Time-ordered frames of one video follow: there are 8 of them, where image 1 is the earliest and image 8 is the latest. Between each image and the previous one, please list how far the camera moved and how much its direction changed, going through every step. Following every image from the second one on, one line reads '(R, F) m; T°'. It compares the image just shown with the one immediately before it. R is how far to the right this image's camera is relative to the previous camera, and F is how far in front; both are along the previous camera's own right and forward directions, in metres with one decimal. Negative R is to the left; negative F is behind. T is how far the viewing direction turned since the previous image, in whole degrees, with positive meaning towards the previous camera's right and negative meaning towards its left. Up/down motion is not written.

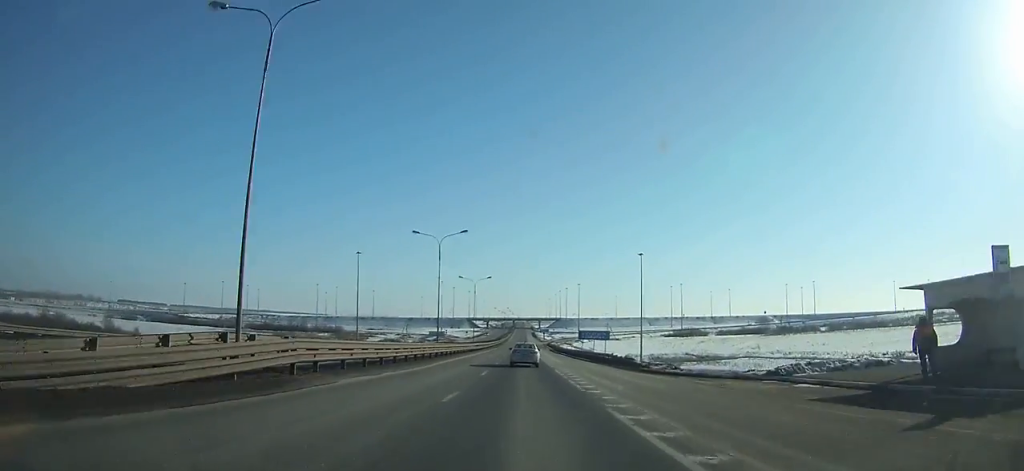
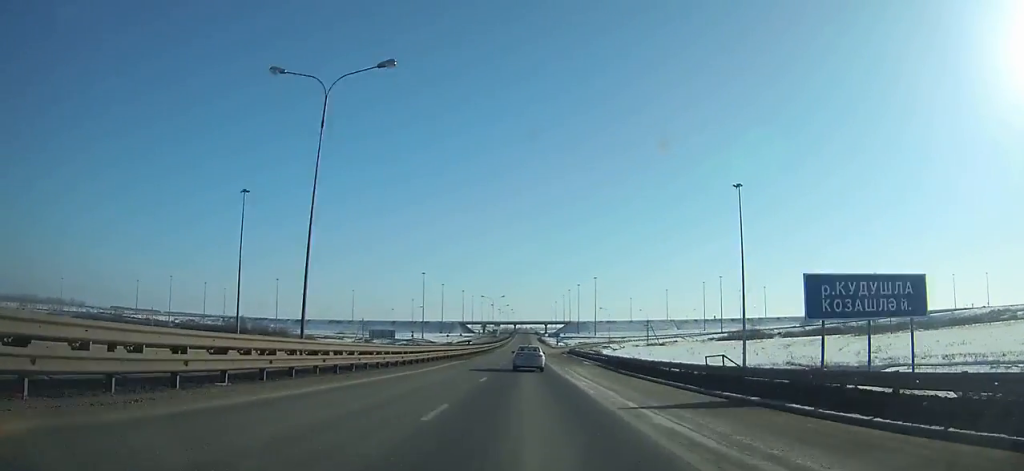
(-0.3, +74.2) m; 0°
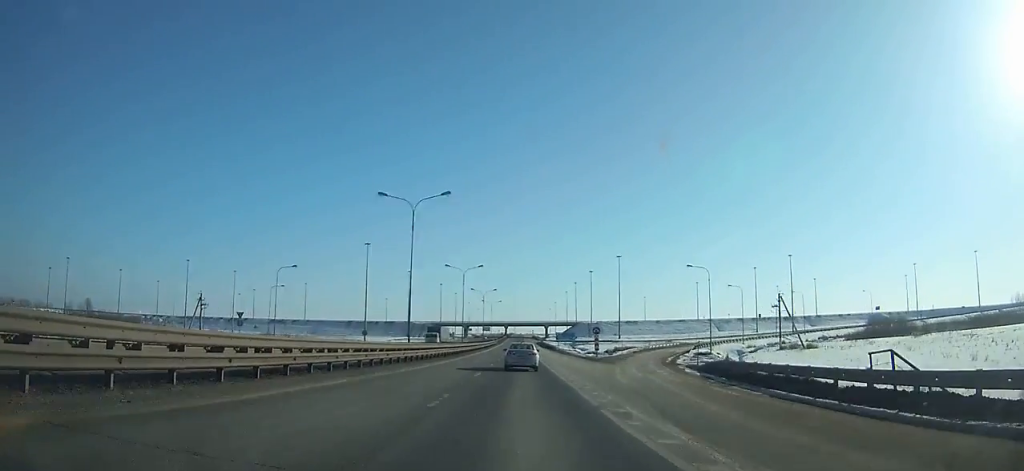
(+0.5, +92.3) m; 0°
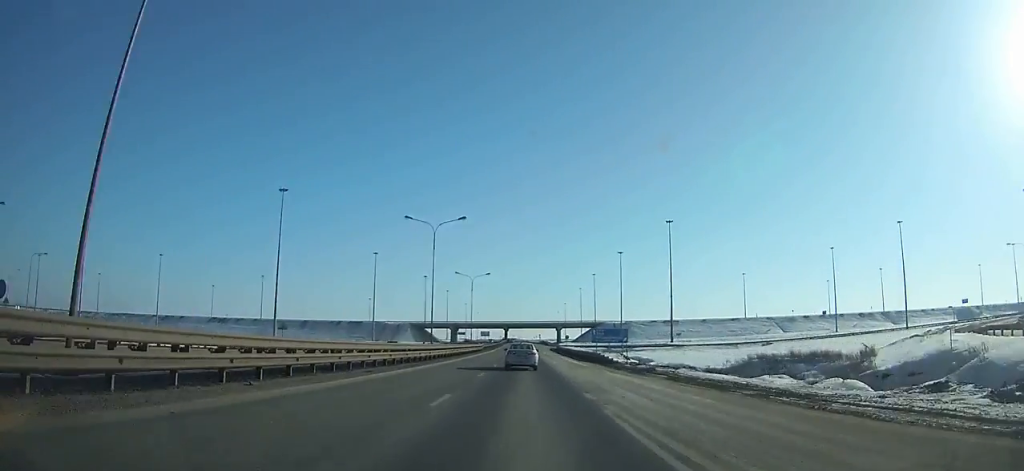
(-0.3, +71.8) m; 0°
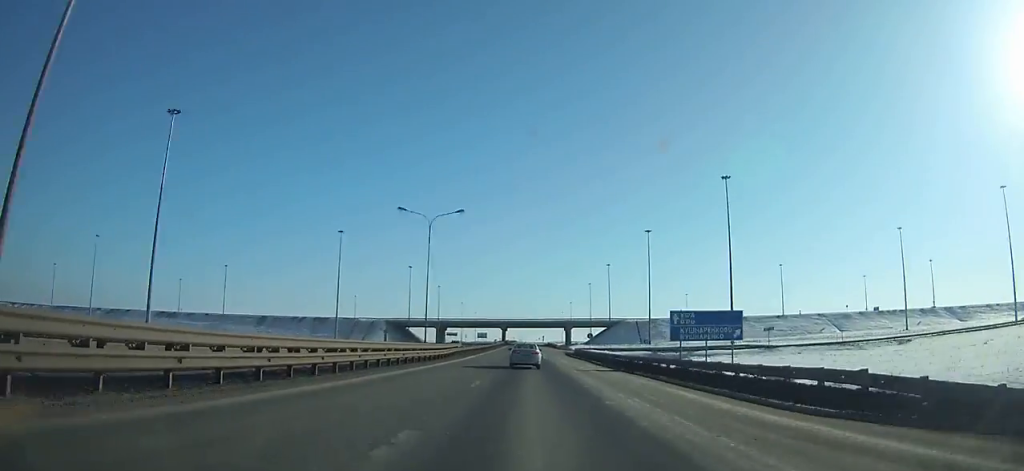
(+0.1, +42.6) m; 0°
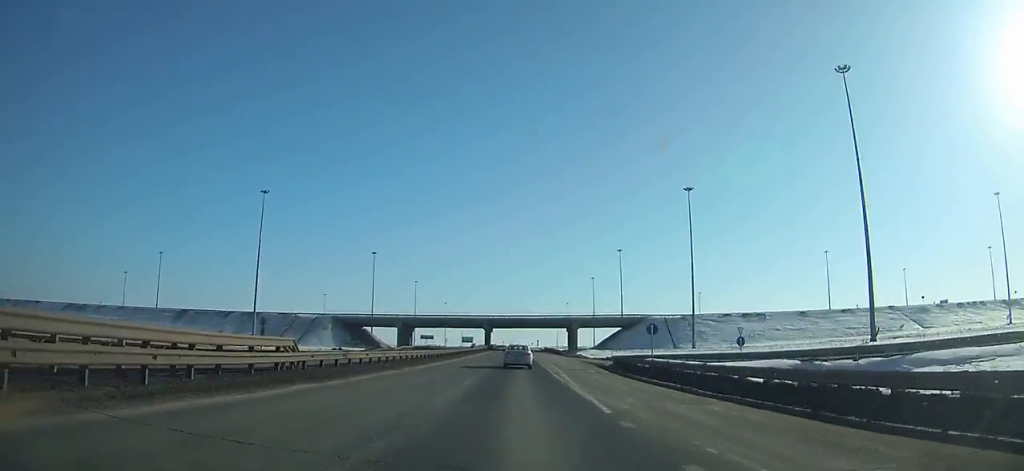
(0.0, +47.2) m; 0°
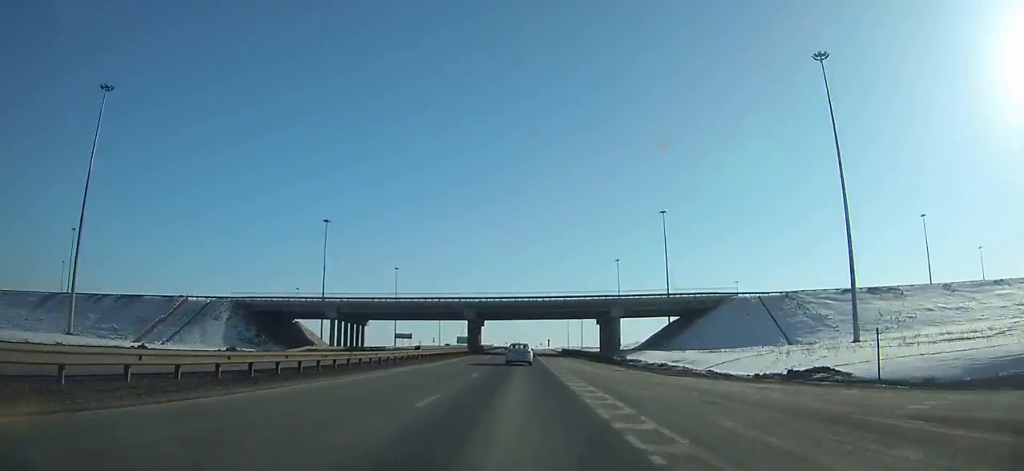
(-0.1, +54.2) m; 0°
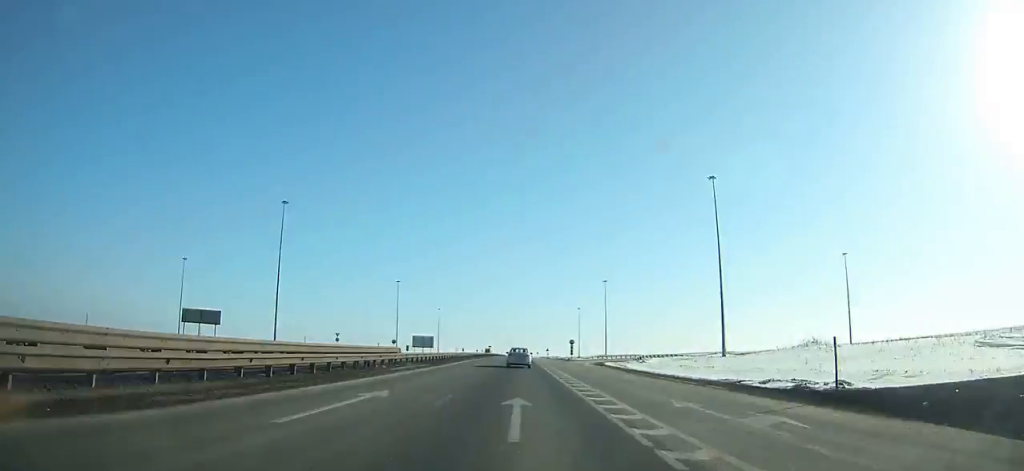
(+0.2, +107.8) m; 0°
